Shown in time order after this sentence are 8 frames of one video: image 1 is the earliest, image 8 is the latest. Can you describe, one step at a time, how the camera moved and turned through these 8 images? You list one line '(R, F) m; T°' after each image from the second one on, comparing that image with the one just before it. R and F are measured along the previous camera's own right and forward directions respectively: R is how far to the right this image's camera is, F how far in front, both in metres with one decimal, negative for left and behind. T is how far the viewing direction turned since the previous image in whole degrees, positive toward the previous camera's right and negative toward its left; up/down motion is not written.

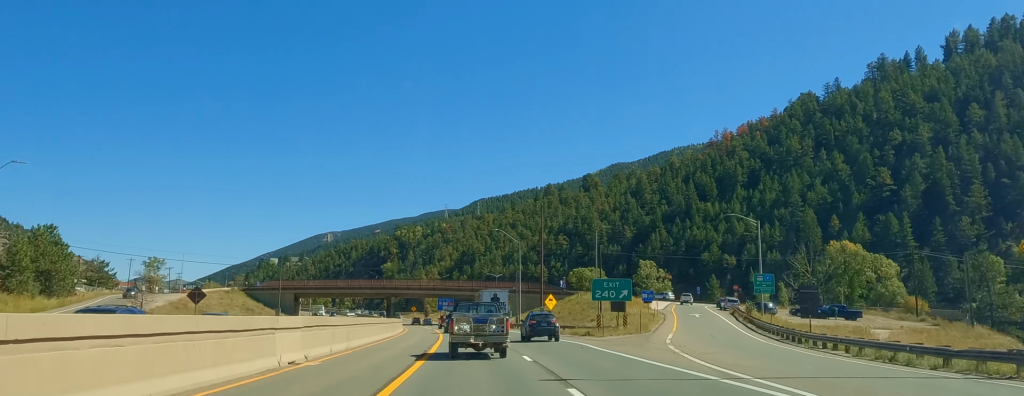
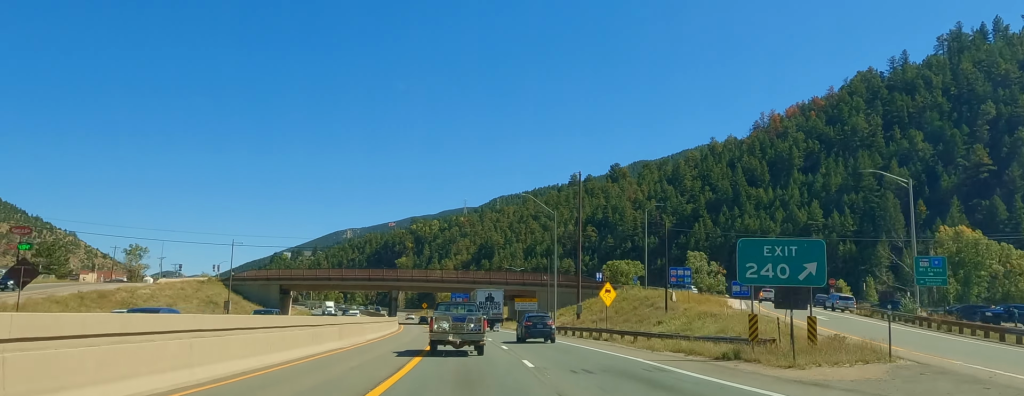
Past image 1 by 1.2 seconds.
(0.0, +27.1) m; -2°
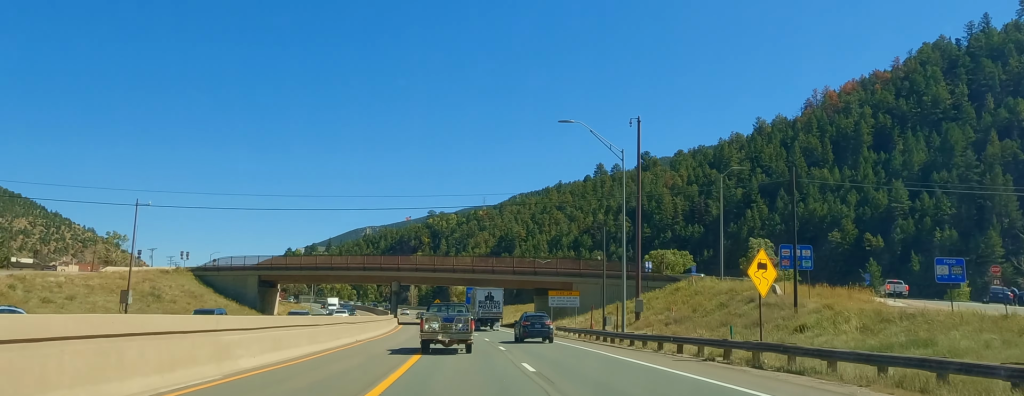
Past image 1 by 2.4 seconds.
(-0.5, +26.0) m; -1°
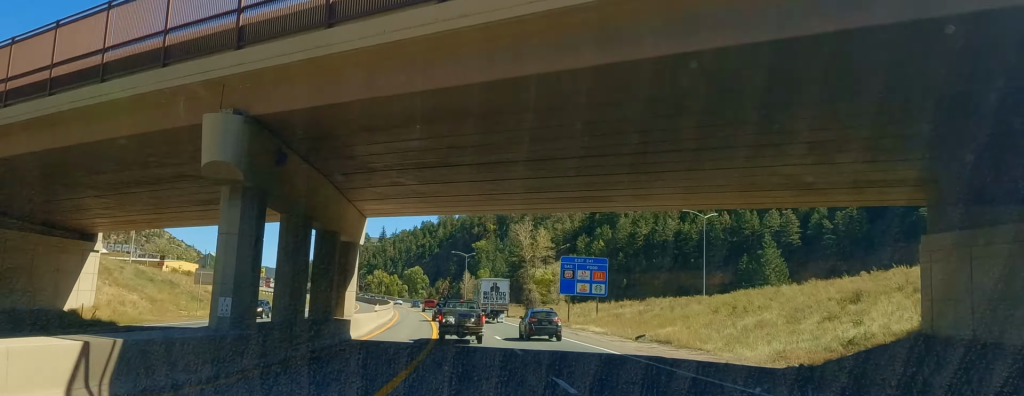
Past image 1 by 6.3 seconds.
(-2.4, +88.9) m; -3°
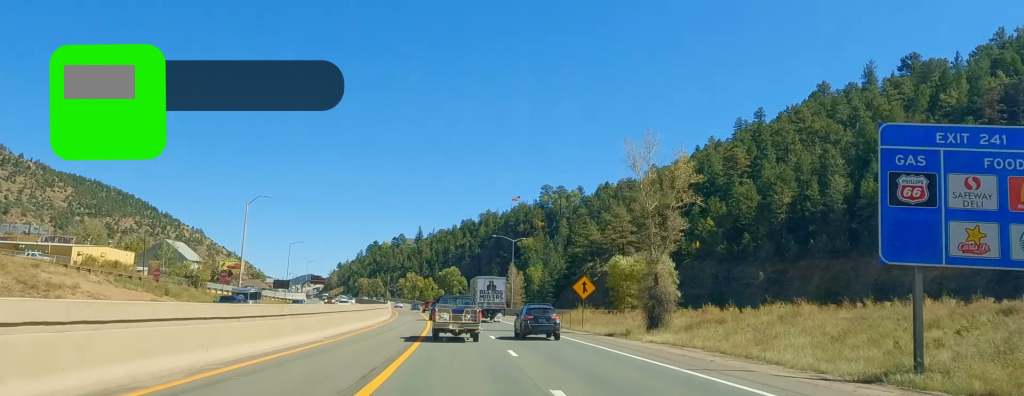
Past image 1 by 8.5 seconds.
(-1.0, +52.4) m; -5°
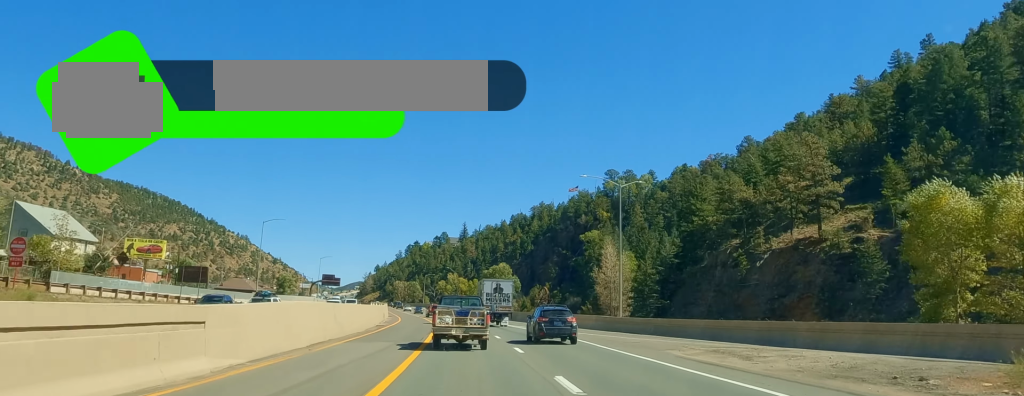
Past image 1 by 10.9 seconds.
(-4.5, +57.3) m; -6°
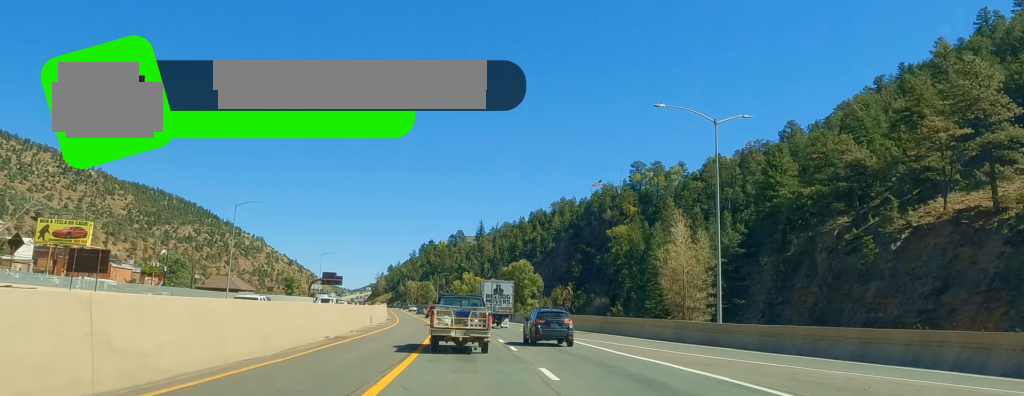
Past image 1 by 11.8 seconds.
(-0.7, +21.2) m; -1°
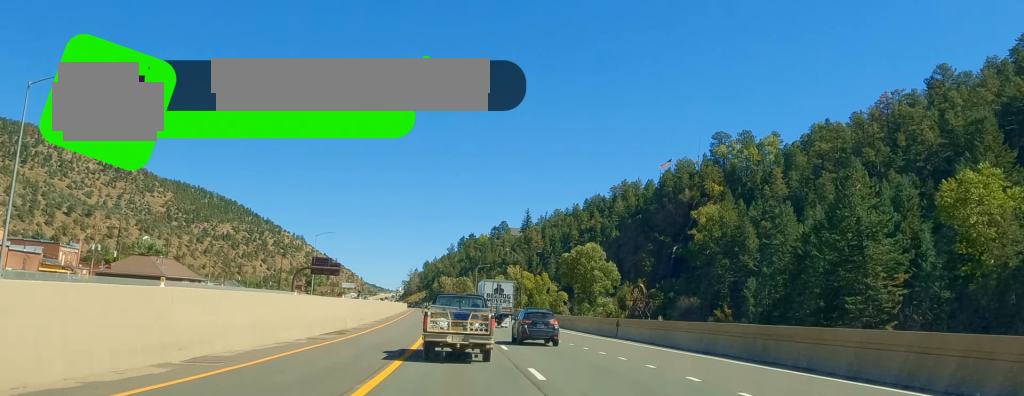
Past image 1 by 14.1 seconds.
(+0.8, +52.9) m; -1°
